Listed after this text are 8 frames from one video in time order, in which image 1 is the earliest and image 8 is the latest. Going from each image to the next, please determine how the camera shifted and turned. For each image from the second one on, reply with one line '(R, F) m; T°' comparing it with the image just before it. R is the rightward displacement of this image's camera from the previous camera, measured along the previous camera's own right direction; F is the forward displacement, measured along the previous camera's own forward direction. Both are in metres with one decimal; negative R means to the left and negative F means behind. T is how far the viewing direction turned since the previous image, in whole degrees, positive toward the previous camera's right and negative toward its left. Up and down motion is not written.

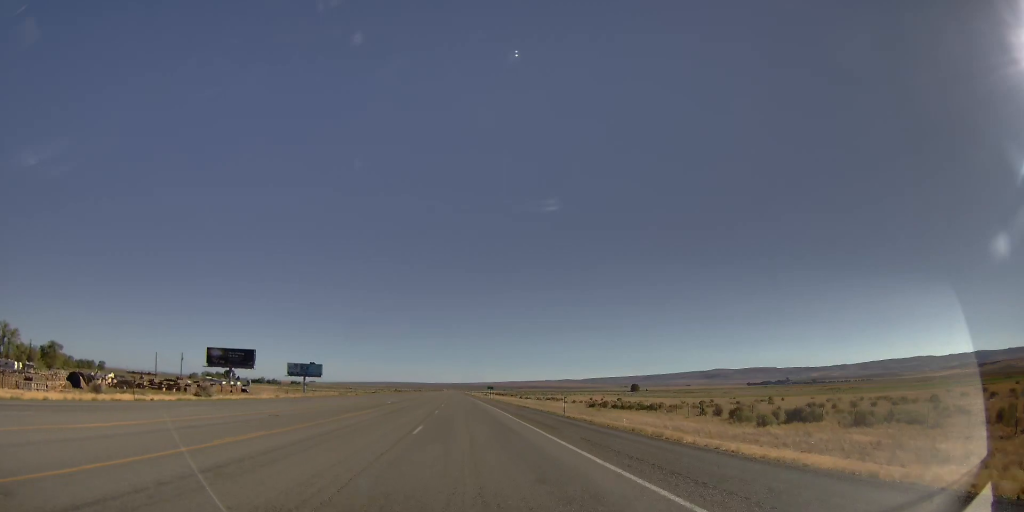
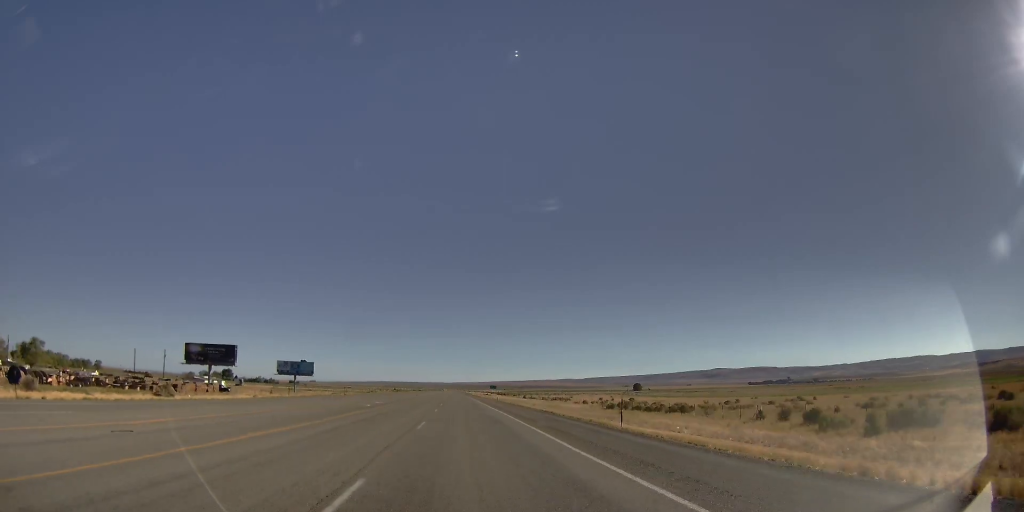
(-0.1, +12.0) m; -1°
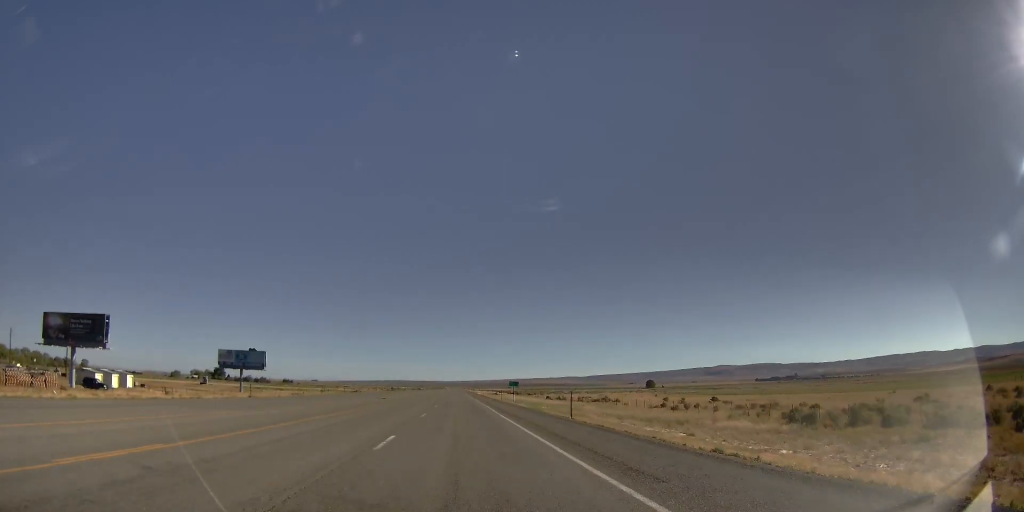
(0.0, +51.3) m; +2°
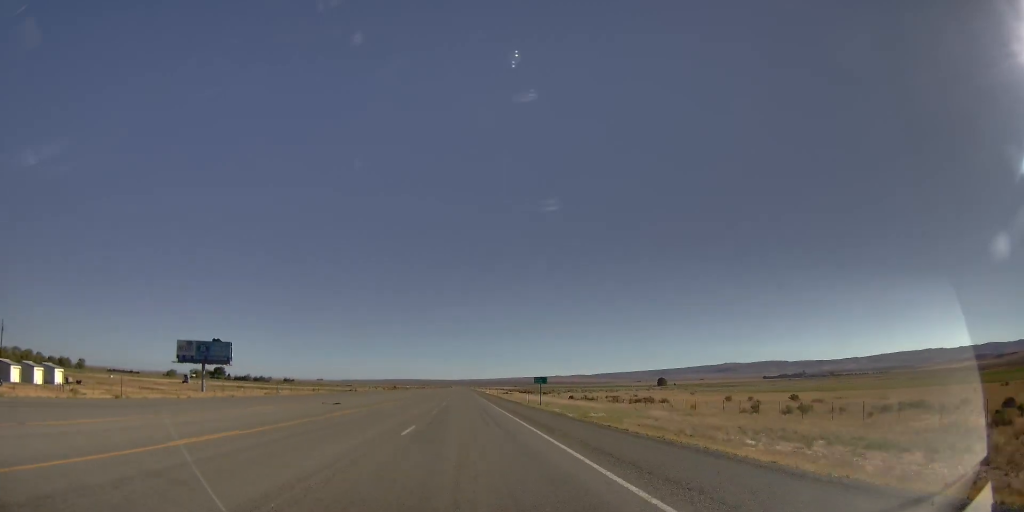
(+0.1, +25.9) m; -1°
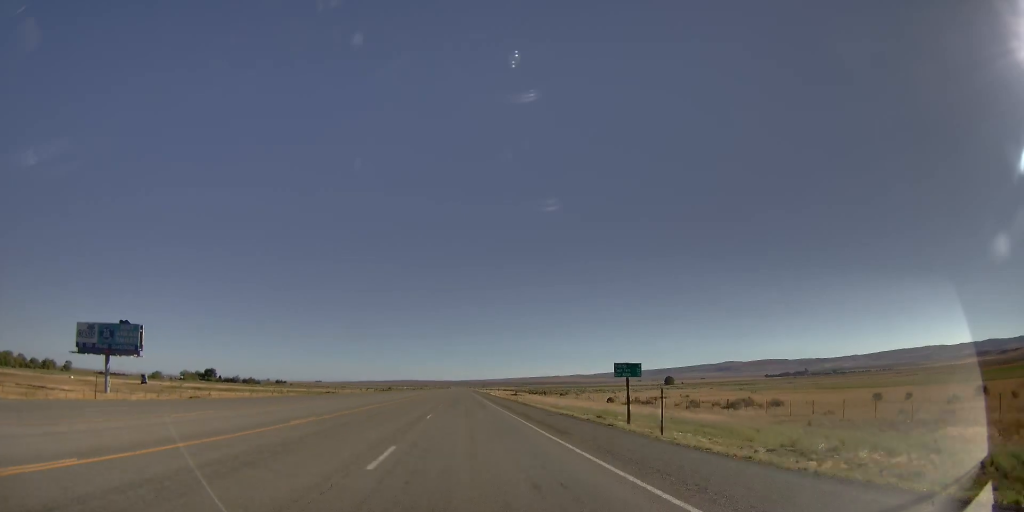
(-0.3, +35.6) m; +1°
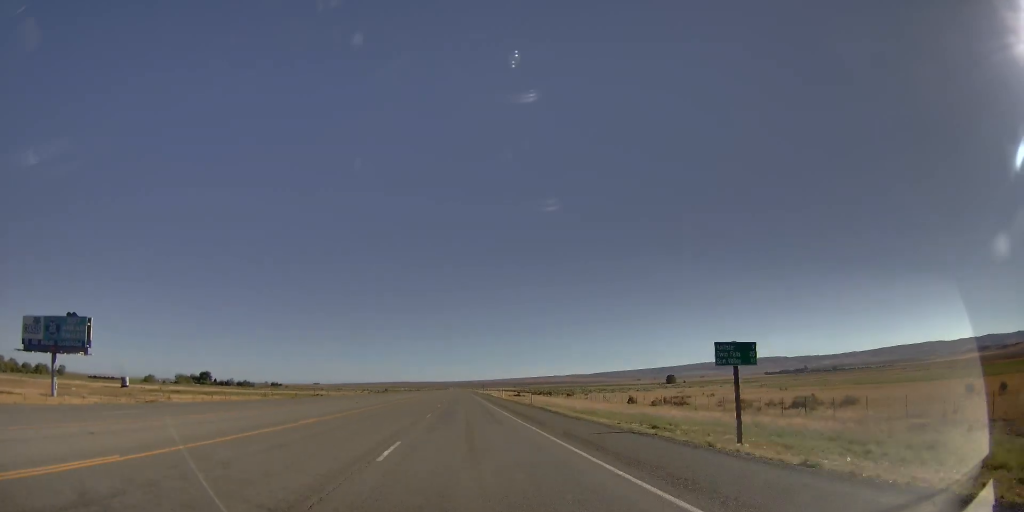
(+0.3, +13.8) m; +1°
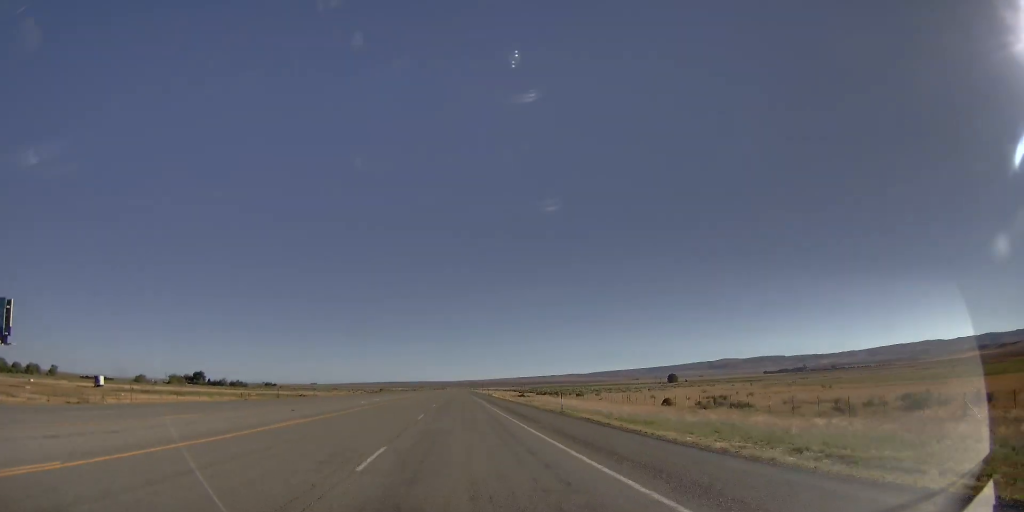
(+0.1, +16.0) m; -1°
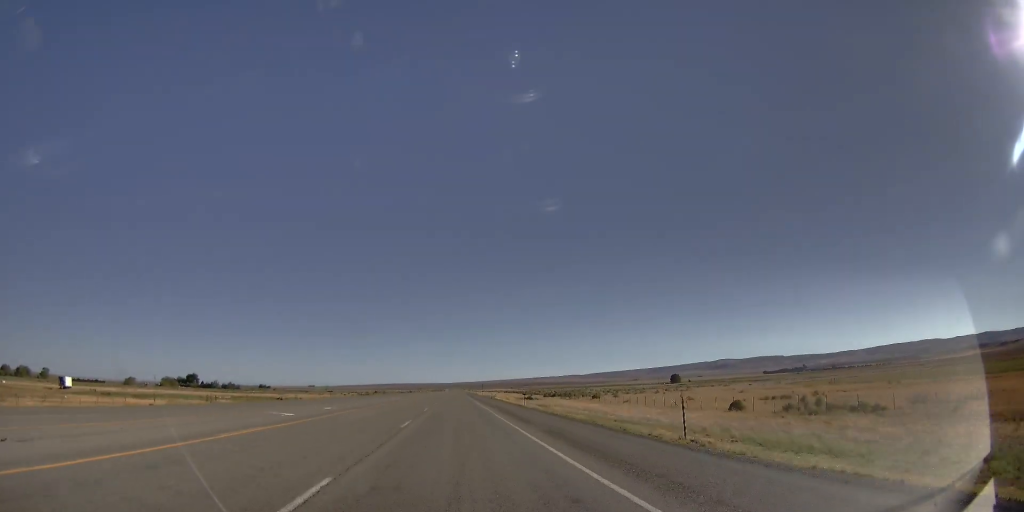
(-0.2, +18.7) m; -1°
